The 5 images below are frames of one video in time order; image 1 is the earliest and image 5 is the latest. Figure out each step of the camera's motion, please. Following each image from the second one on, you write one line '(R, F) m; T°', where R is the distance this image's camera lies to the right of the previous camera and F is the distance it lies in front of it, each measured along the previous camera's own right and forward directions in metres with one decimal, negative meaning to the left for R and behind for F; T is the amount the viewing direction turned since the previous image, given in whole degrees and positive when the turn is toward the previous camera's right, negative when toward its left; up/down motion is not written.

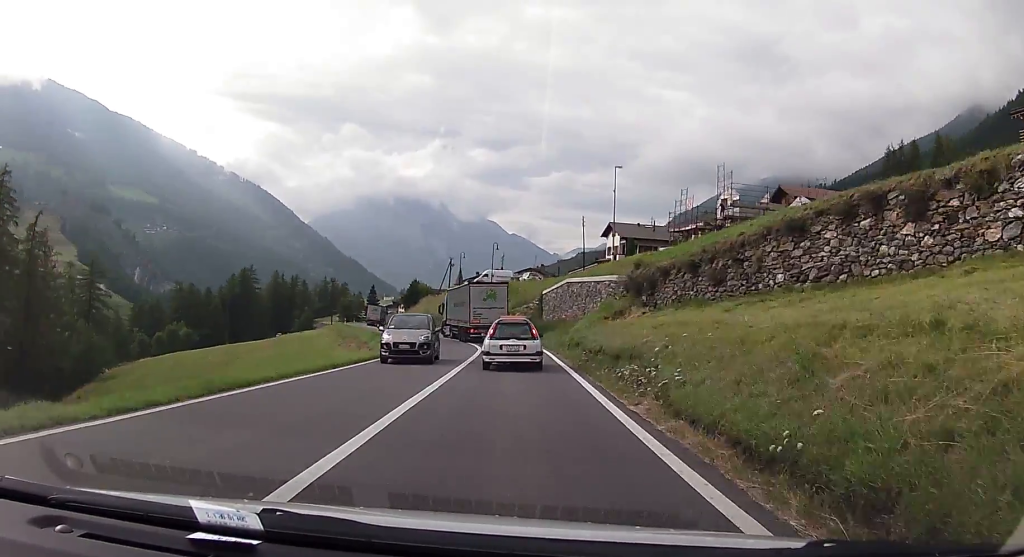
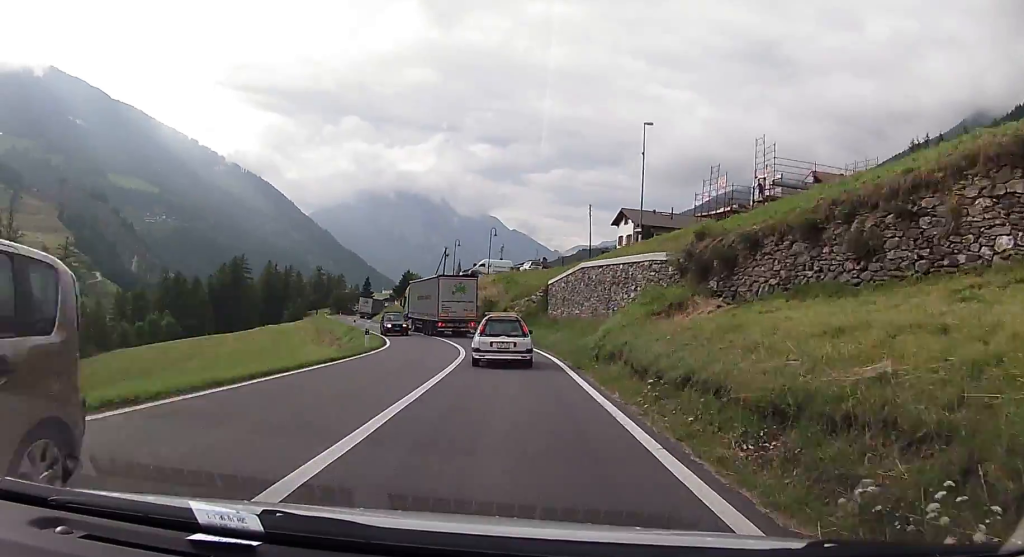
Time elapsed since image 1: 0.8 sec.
(-0.1, +10.1) m; -1°
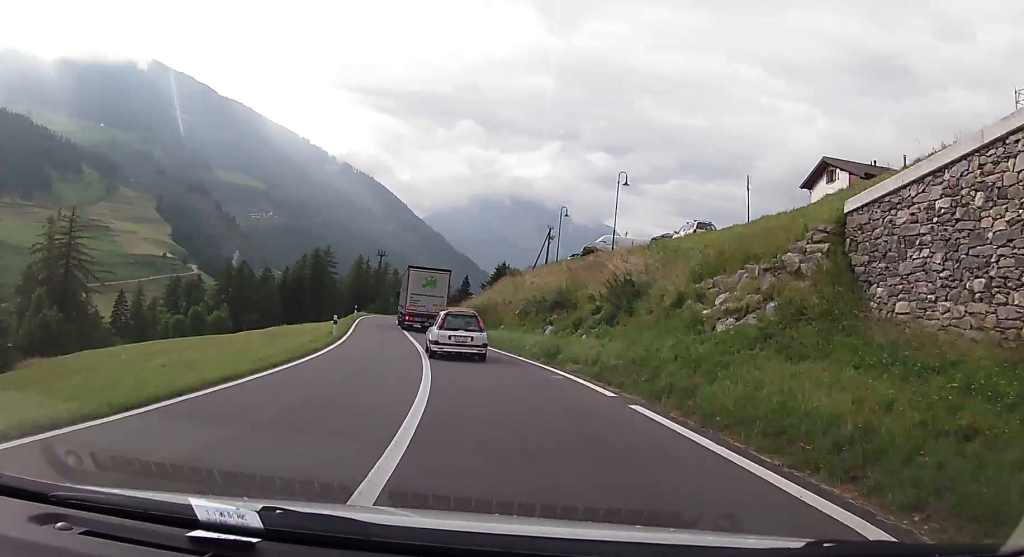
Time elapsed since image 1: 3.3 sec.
(-1.1, +33.3) m; -6°
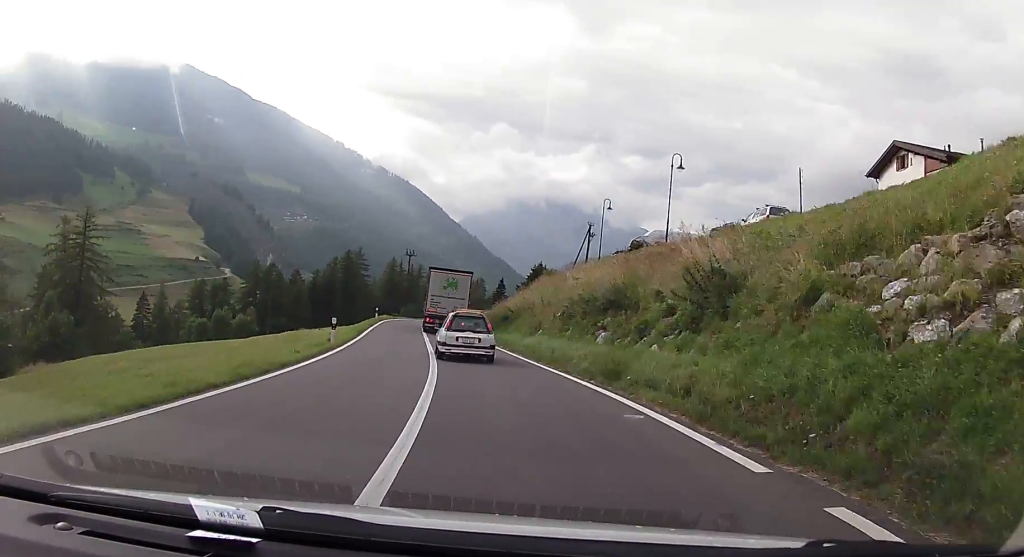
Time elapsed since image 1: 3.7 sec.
(-0.1, +5.9) m; -1°
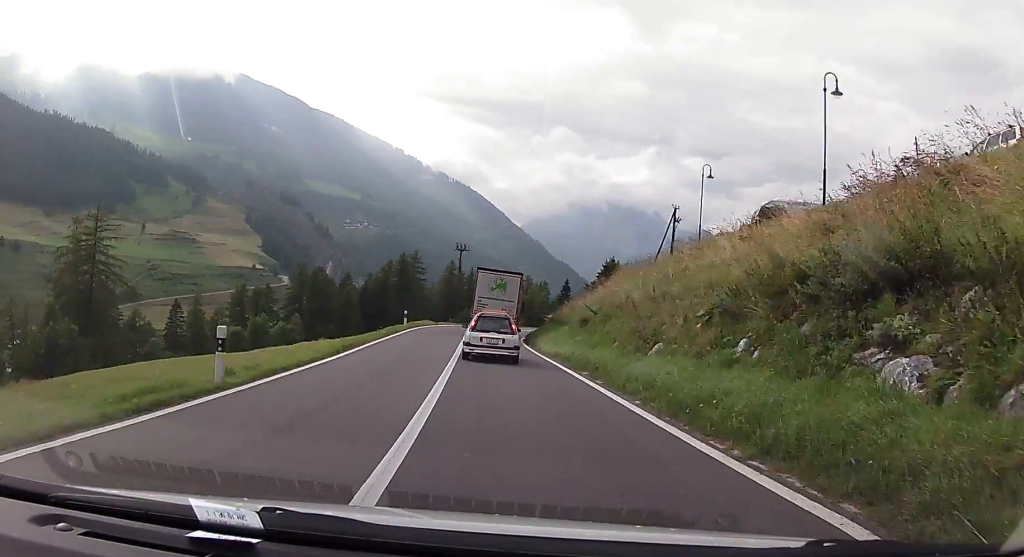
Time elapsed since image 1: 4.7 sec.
(-0.1, +13.9) m; -5°
